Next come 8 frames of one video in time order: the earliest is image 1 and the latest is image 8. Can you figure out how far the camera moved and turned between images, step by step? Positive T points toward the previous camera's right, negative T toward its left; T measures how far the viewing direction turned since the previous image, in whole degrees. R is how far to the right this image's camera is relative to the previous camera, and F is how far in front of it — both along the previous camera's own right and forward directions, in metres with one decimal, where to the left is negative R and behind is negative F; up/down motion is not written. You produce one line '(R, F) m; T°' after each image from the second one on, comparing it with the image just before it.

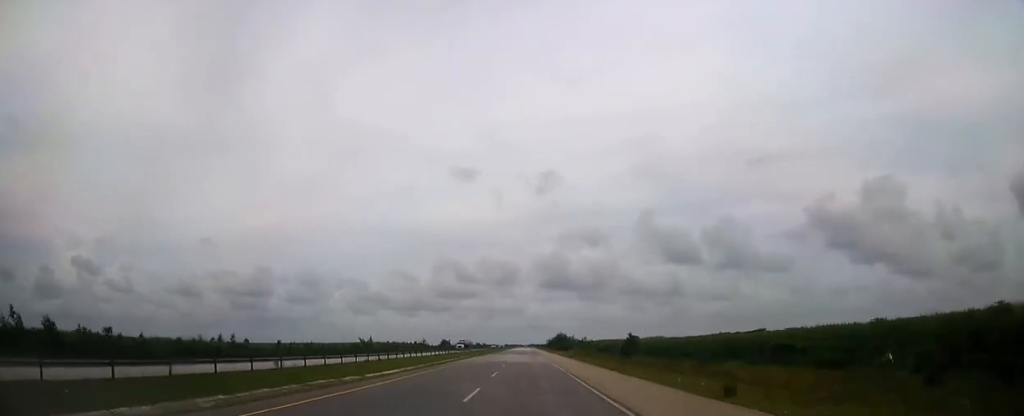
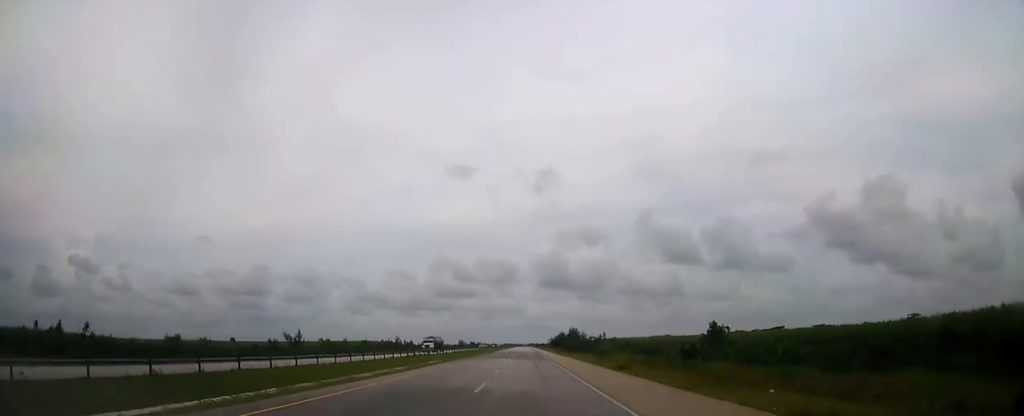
(-0.1, +32.6) m; 0°
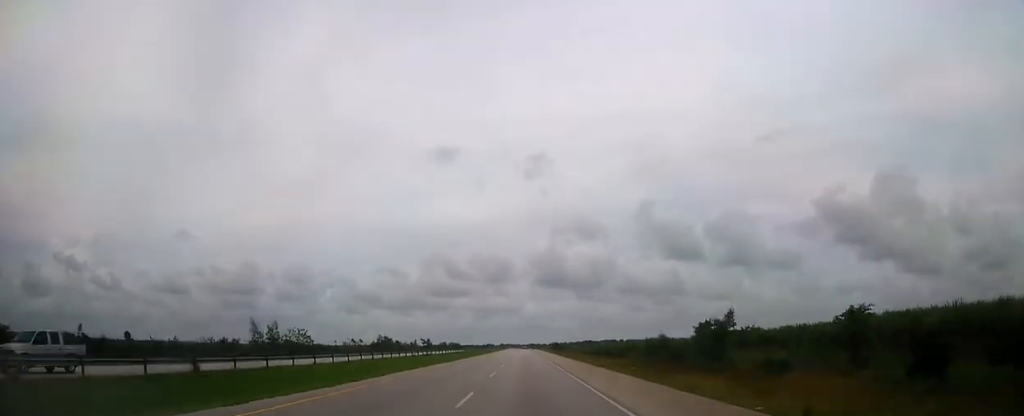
(+0.4, +203.9) m; 0°
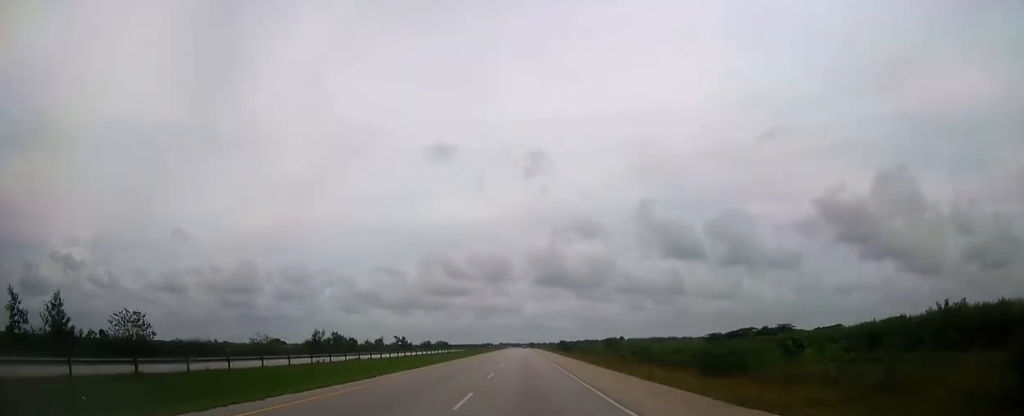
(0.0, +36.5) m; 0°
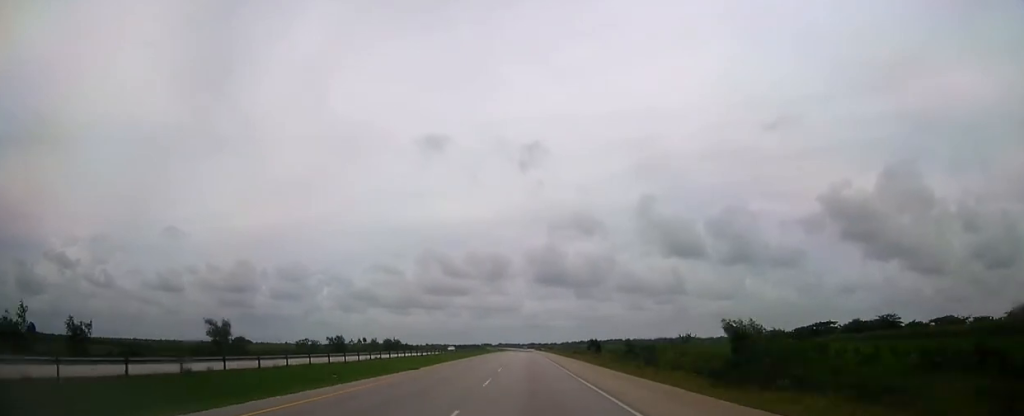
(0.0, +89.1) m; 0°
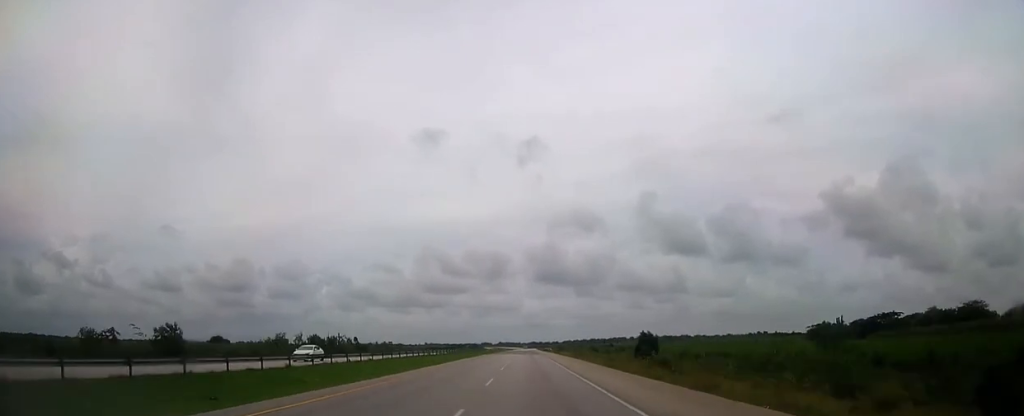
(+0.1, +48.8) m; 0°
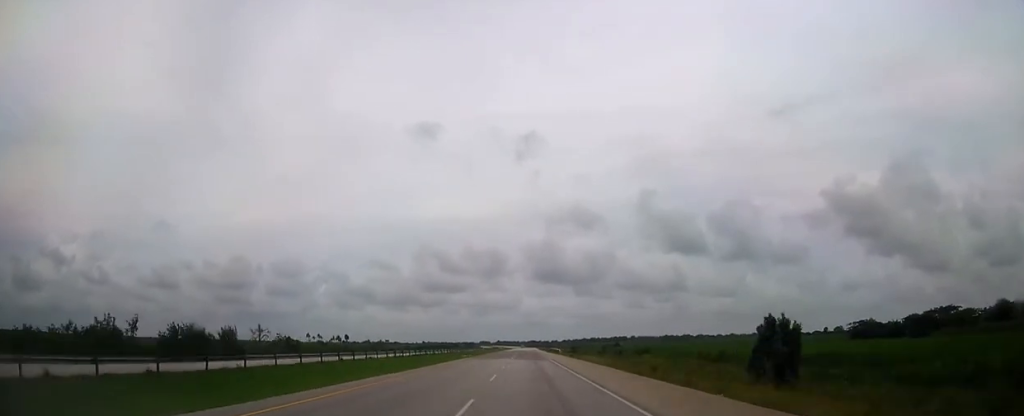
(-0.1, +33.8) m; 0°
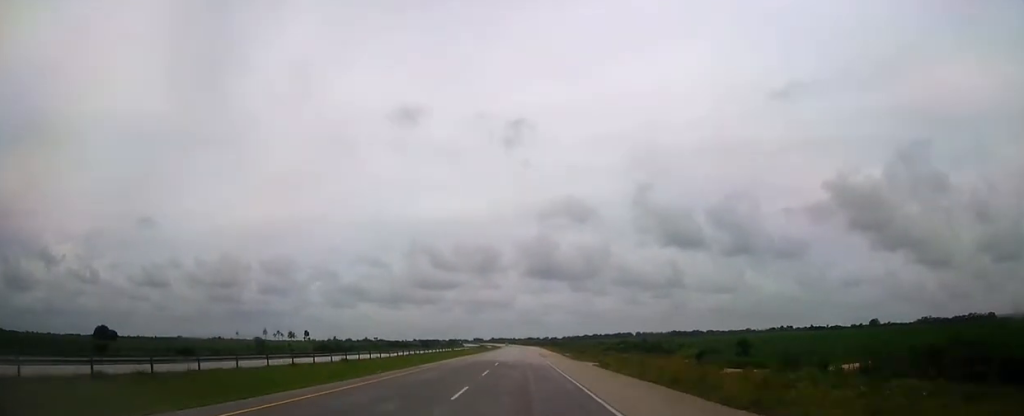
(+0.3, +127.2) m; 0°
